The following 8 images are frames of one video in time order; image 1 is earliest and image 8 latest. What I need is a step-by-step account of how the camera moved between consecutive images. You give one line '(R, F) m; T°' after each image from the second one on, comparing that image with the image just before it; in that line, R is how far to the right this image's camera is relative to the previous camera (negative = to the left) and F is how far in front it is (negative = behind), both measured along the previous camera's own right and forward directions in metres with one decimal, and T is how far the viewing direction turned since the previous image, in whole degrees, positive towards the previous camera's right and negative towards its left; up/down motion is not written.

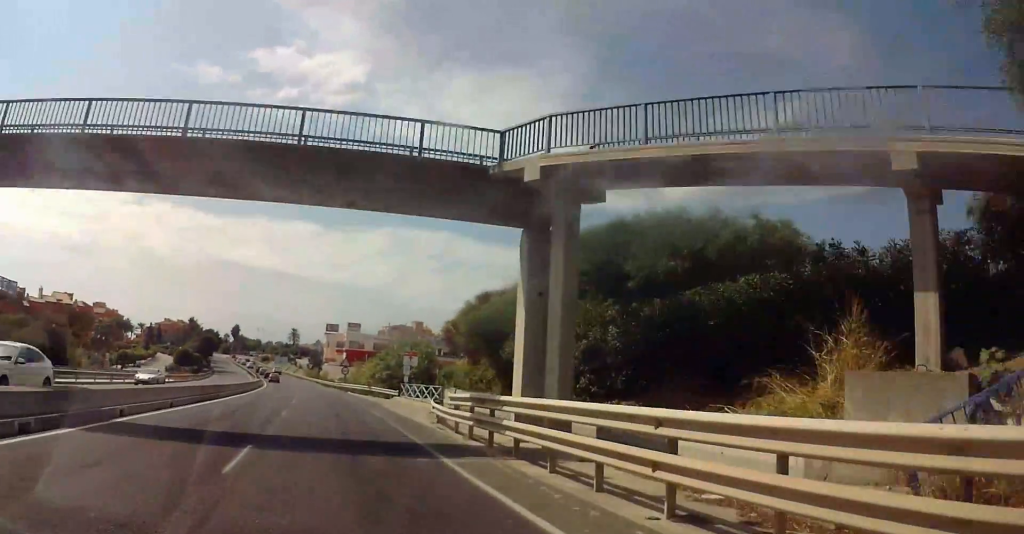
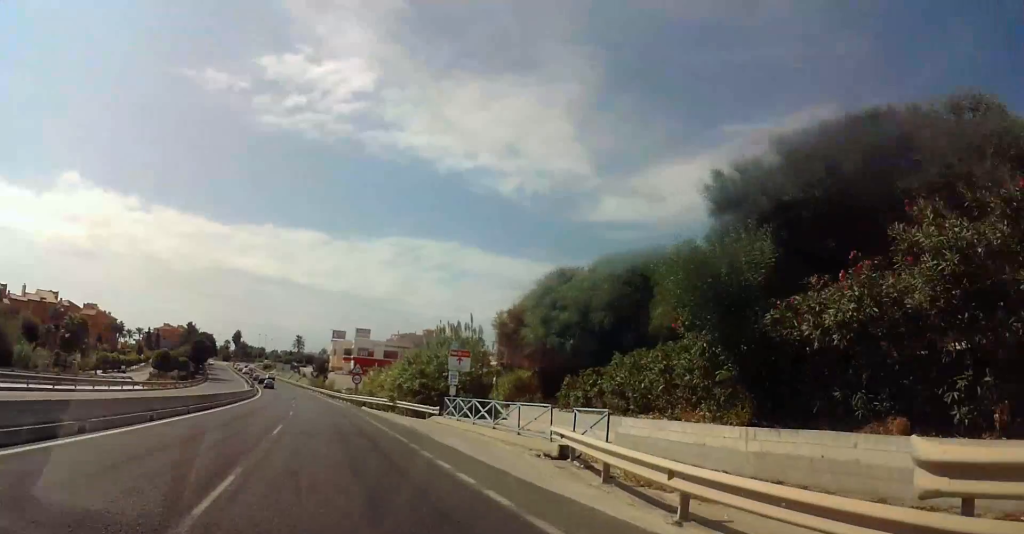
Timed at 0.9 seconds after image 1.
(-0.2, +15.7) m; 0°
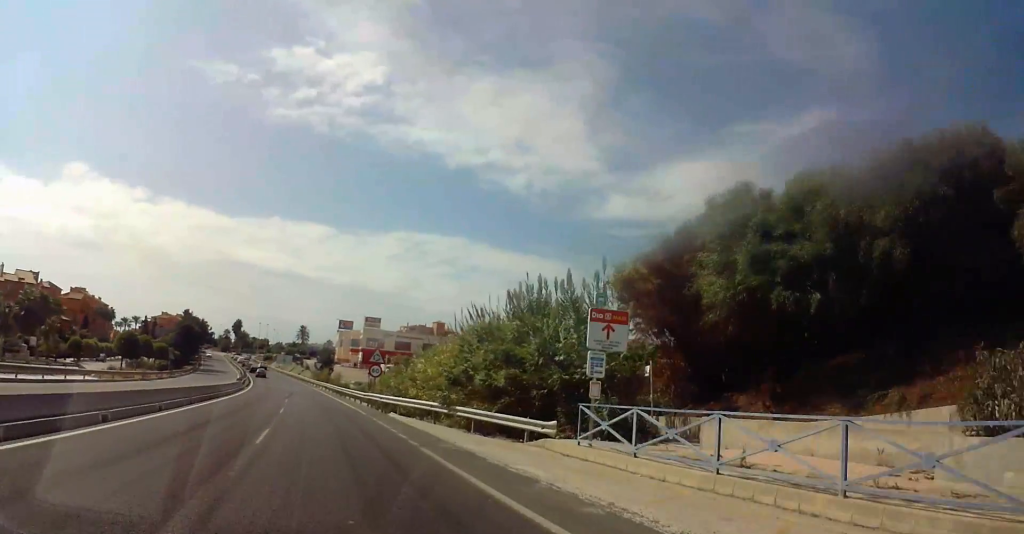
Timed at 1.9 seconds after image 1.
(+0.1, +17.0) m; 0°
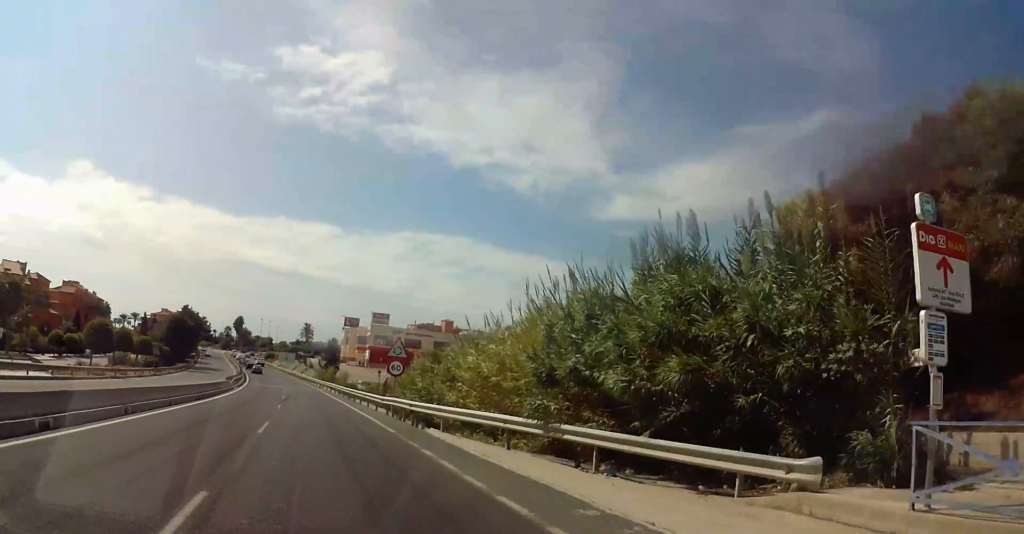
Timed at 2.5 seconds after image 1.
(0.0, +10.1) m; -1°
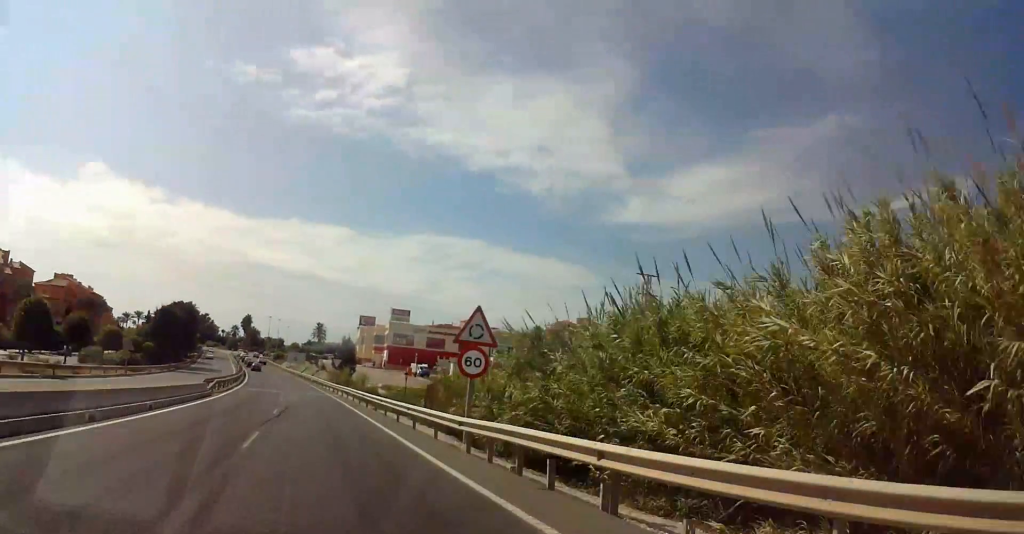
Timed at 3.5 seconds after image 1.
(-0.3, +16.1) m; -3°
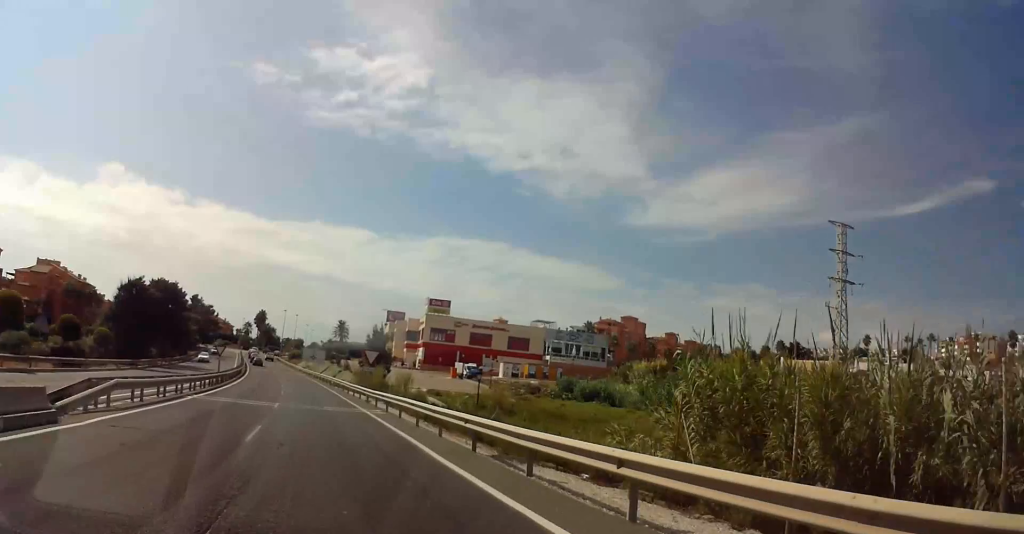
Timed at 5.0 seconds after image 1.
(-0.7, +24.4) m; -2°
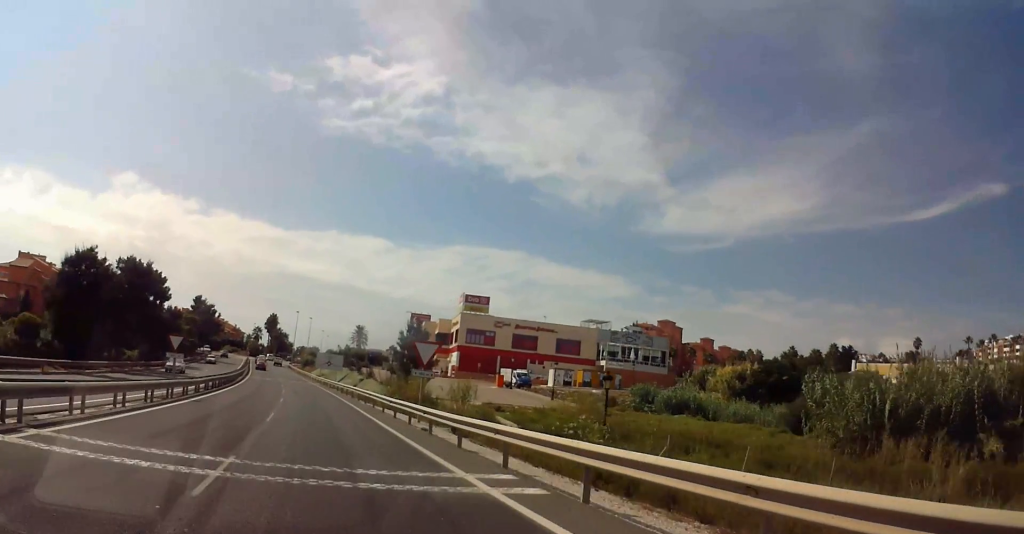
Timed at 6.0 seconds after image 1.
(-0.1, +17.6) m; -1°
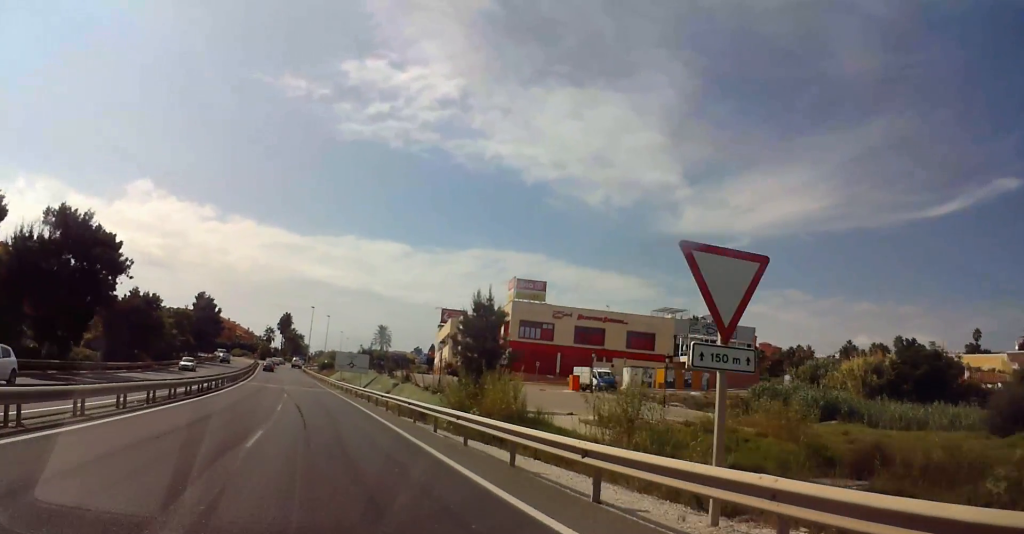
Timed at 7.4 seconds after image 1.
(-0.7, +21.0) m; -3°
